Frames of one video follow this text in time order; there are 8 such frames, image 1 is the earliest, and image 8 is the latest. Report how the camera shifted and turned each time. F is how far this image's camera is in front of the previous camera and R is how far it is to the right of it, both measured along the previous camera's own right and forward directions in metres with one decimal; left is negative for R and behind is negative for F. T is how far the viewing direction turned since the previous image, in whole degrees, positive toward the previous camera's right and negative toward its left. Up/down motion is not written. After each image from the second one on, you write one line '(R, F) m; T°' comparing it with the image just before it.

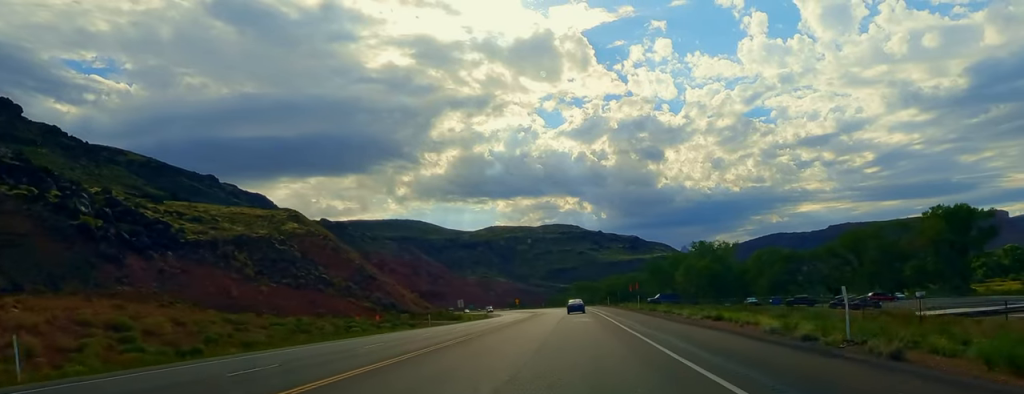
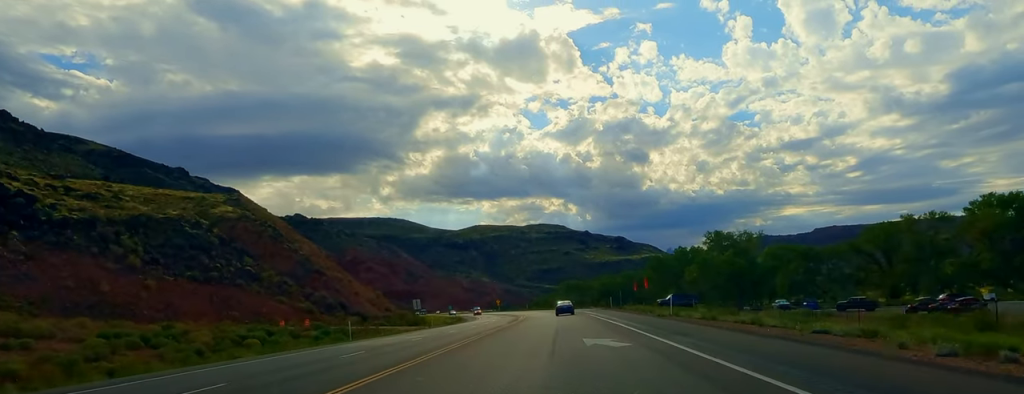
(+0.3, +28.5) m; +1°
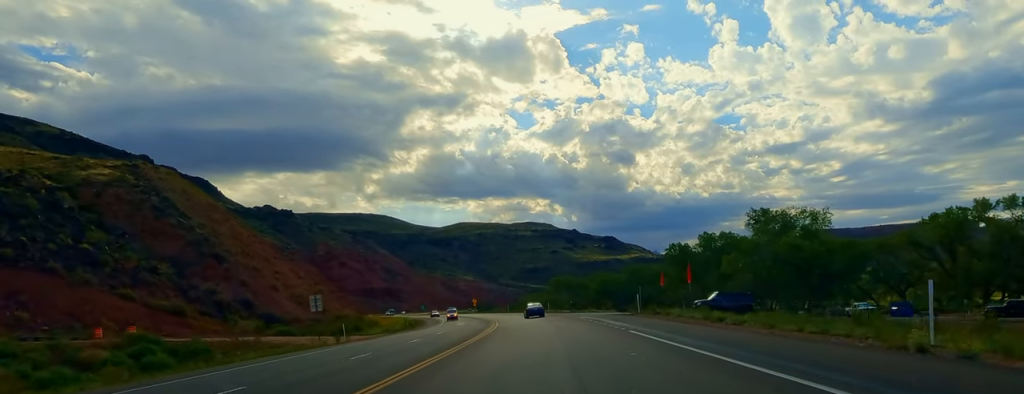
(+1.1, +35.7) m; -1°
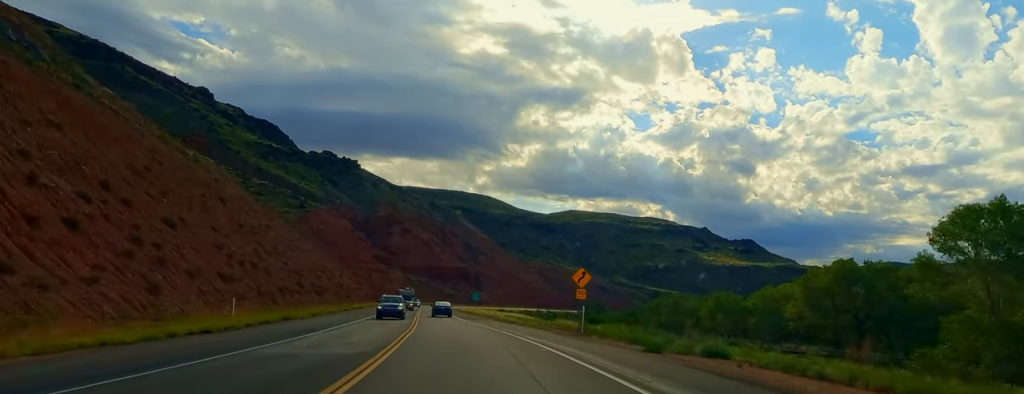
(-18.3, +140.6) m; -13°
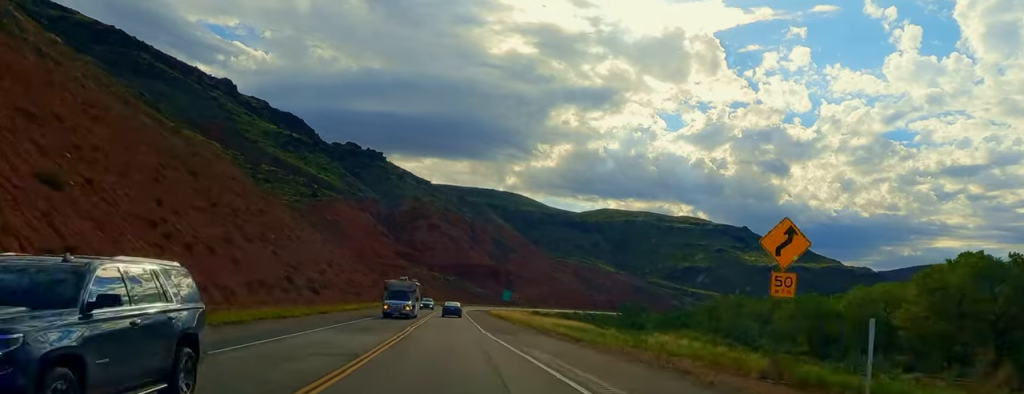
(-0.1, +26.0) m; -1°
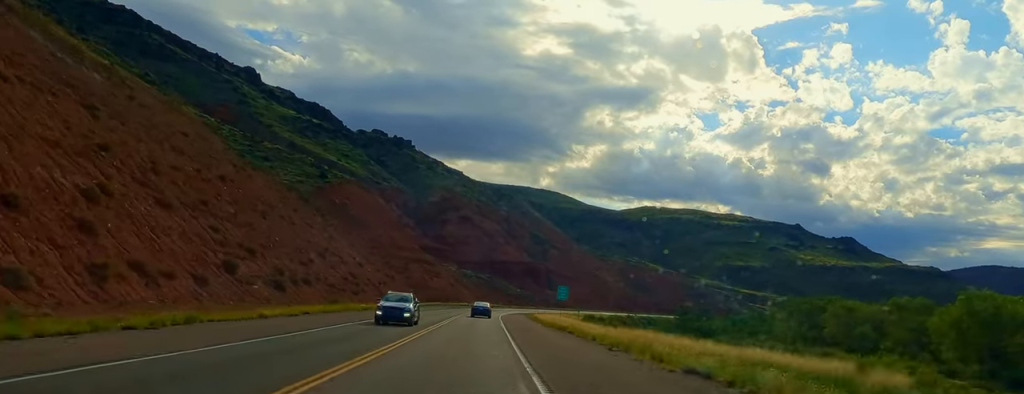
(-0.6, +36.8) m; -1°
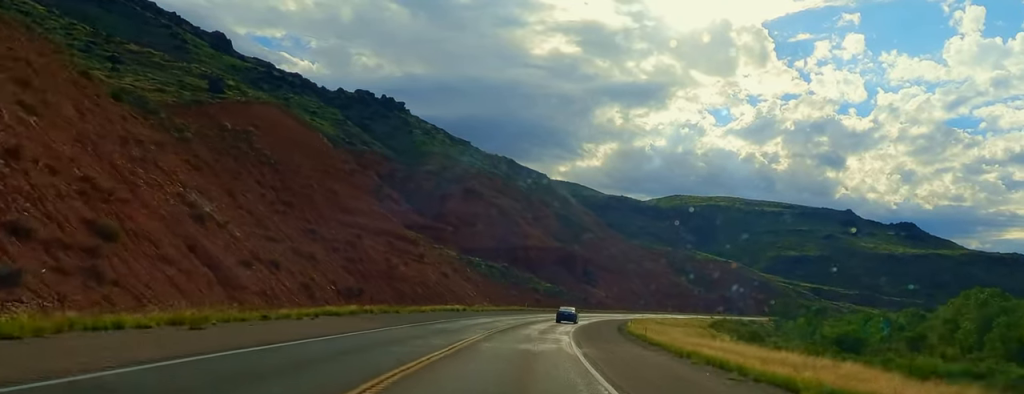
(+0.2, +79.7) m; +3°
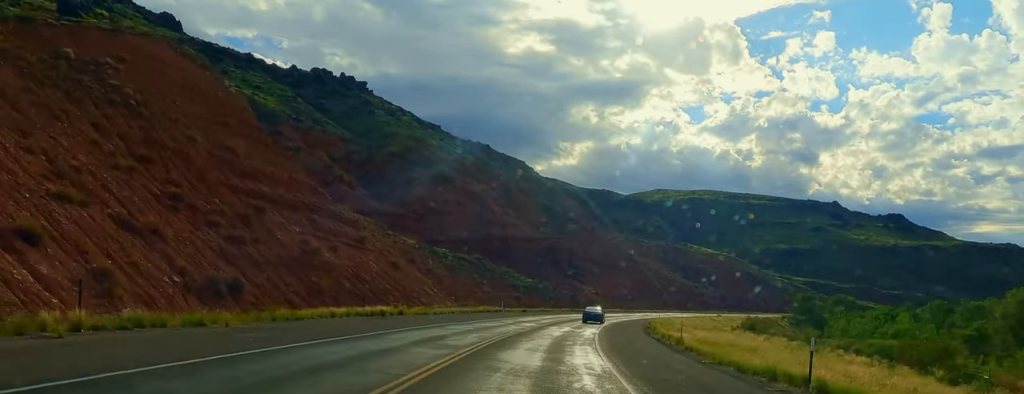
(+0.9, +28.6) m; +3°
